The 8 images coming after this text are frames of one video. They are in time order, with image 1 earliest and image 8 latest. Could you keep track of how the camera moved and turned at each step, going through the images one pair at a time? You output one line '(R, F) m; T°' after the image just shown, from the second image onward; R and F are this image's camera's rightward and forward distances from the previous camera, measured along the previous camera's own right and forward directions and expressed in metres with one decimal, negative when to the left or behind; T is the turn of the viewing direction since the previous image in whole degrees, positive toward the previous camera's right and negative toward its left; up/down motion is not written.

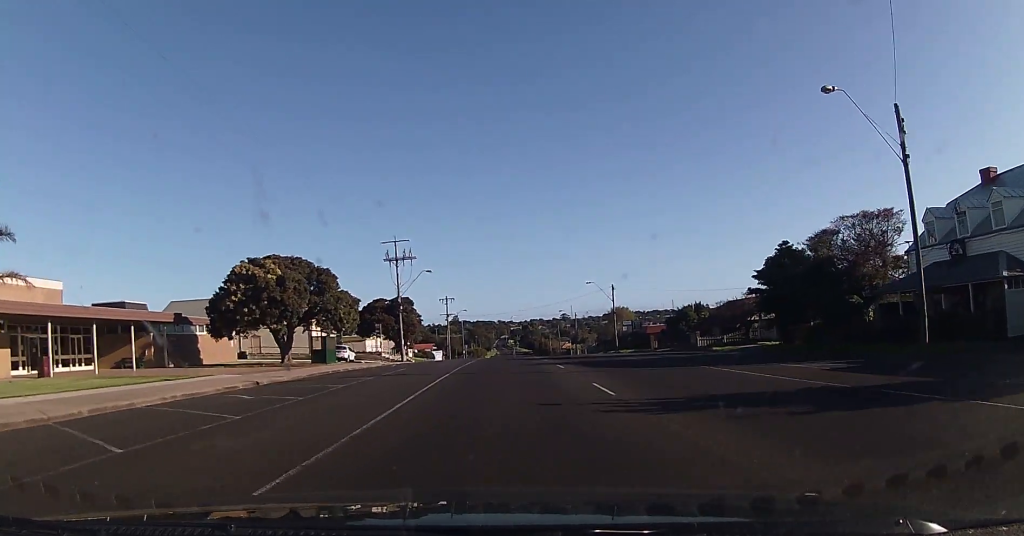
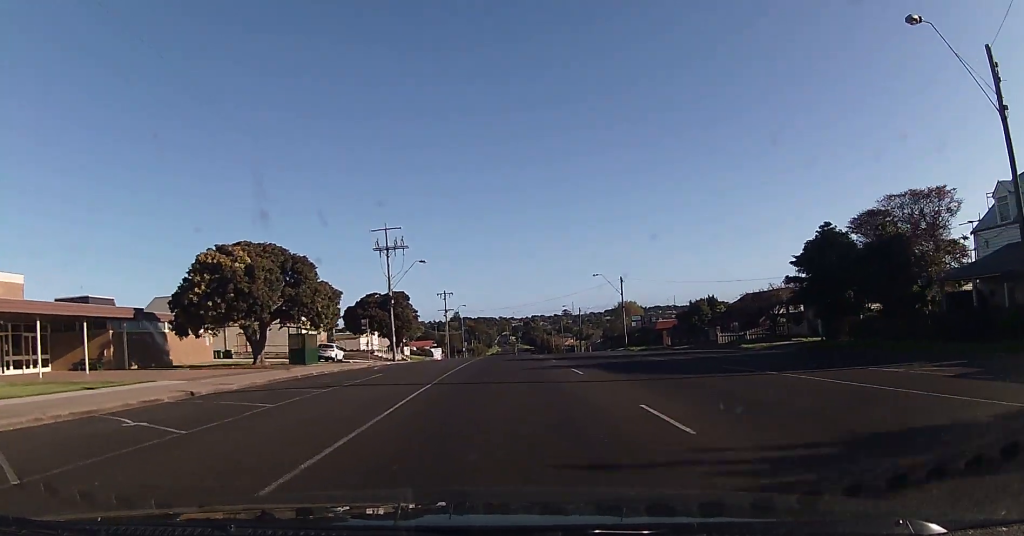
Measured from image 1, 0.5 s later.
(0.0, +5.6) m; -1°
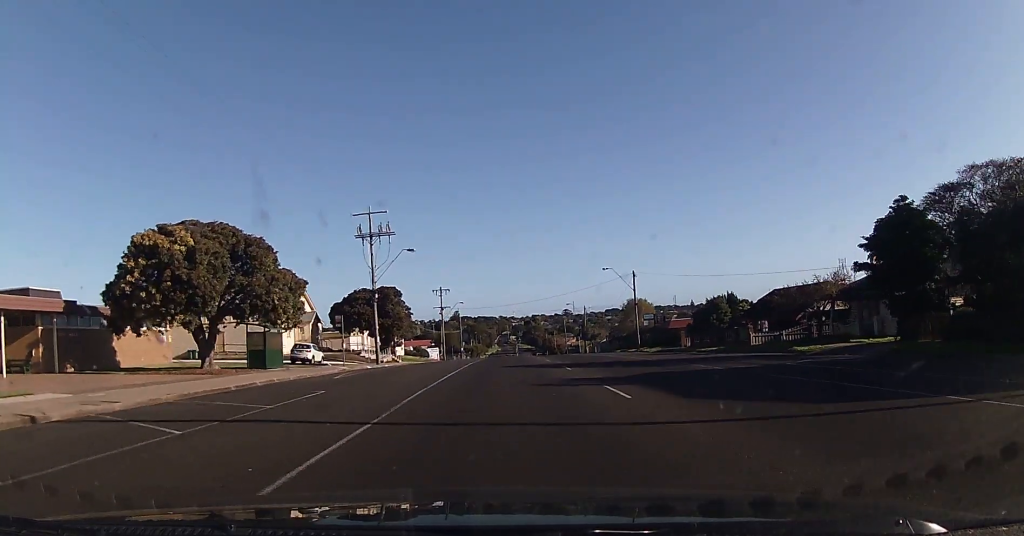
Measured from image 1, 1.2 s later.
(-0.2, +7.5) m; -2°
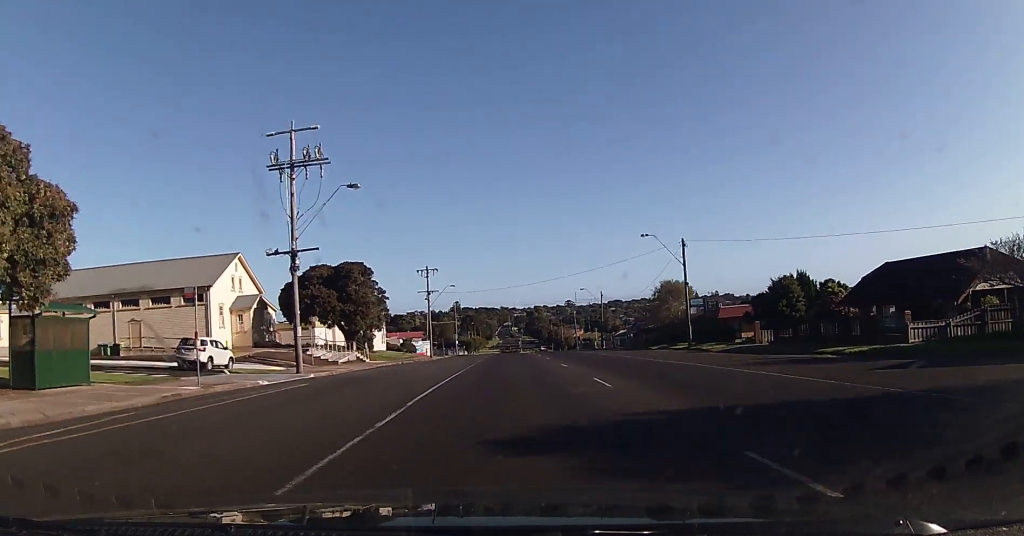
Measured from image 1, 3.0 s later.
(0.0, +20.2) m; 0°
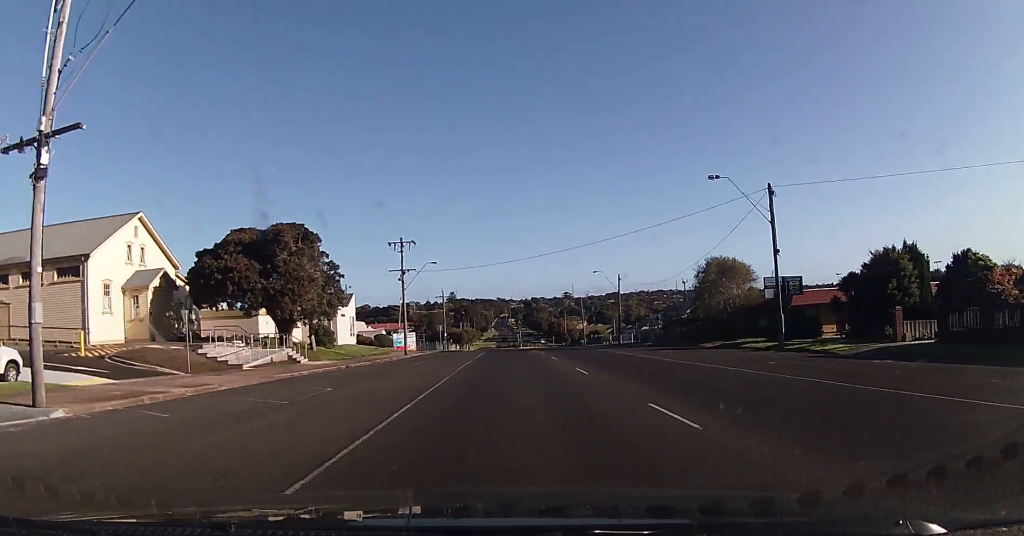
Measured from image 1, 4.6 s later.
(+0.7, +19.0) m; +4°
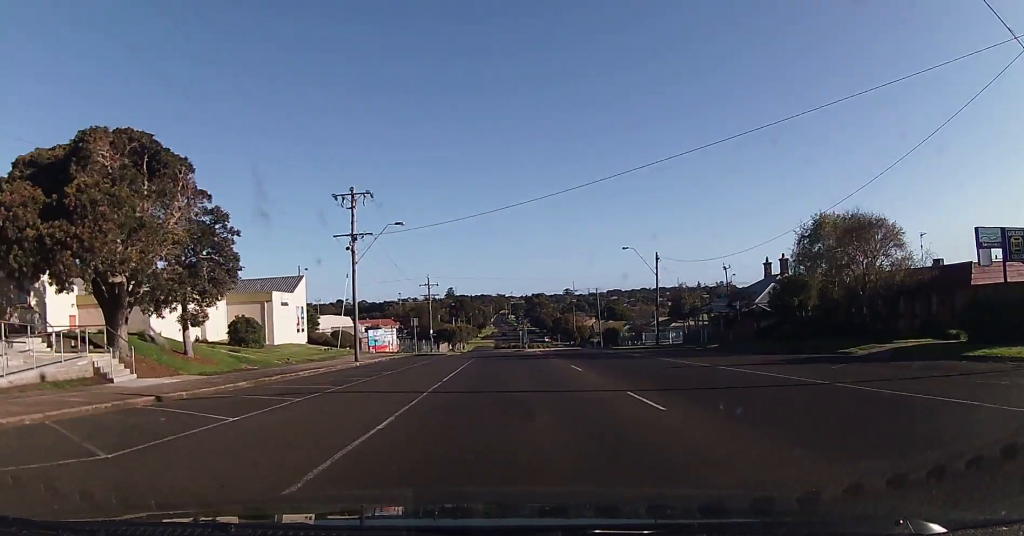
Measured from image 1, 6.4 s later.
(-0.5, +22.0) m; -4°
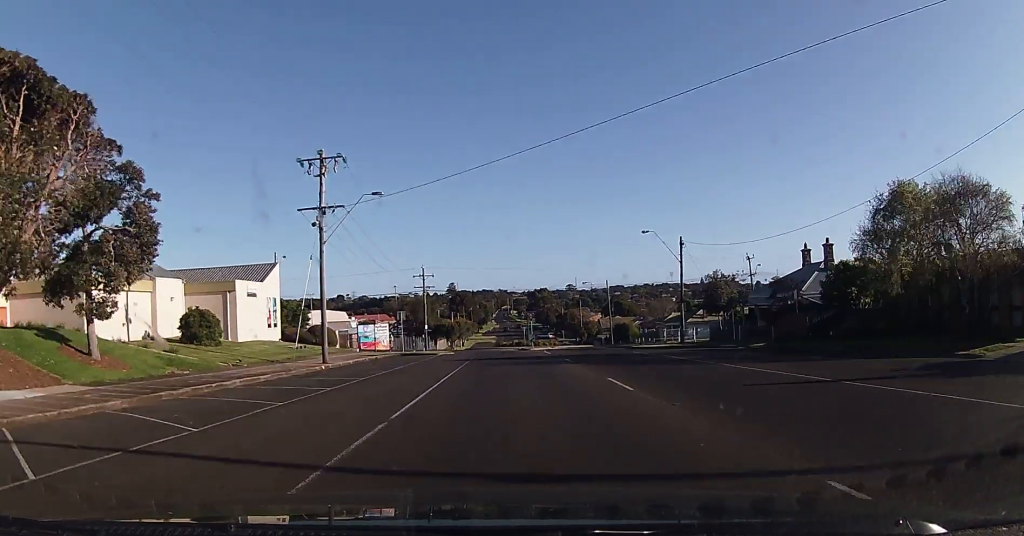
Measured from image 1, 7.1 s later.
(-0.1, +8.6) m; +1°
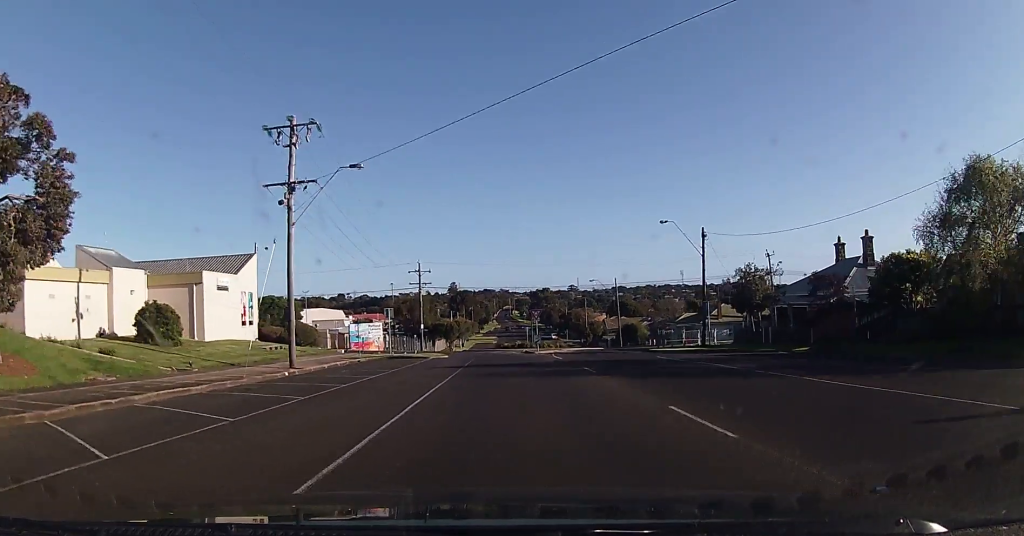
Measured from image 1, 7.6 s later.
(+0.2, +6.0) m; 0°
